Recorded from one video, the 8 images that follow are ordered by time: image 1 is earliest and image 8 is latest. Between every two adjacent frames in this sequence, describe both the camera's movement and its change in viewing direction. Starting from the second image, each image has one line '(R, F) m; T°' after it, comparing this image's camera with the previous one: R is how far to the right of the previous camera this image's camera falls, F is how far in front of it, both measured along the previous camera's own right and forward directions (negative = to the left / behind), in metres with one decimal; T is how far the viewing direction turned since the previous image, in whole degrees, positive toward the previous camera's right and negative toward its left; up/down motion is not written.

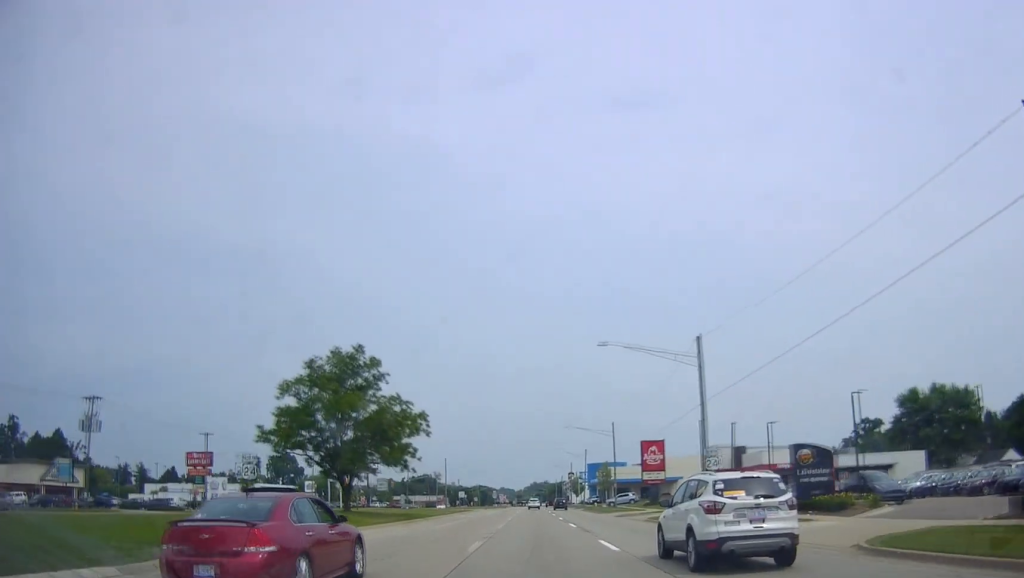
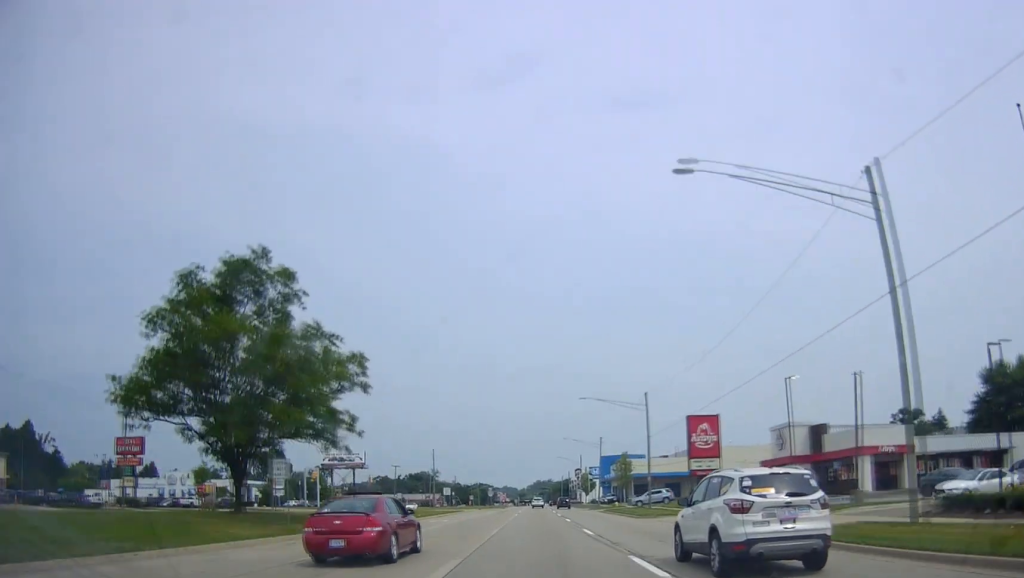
(0.0, +21.8) m; -1°
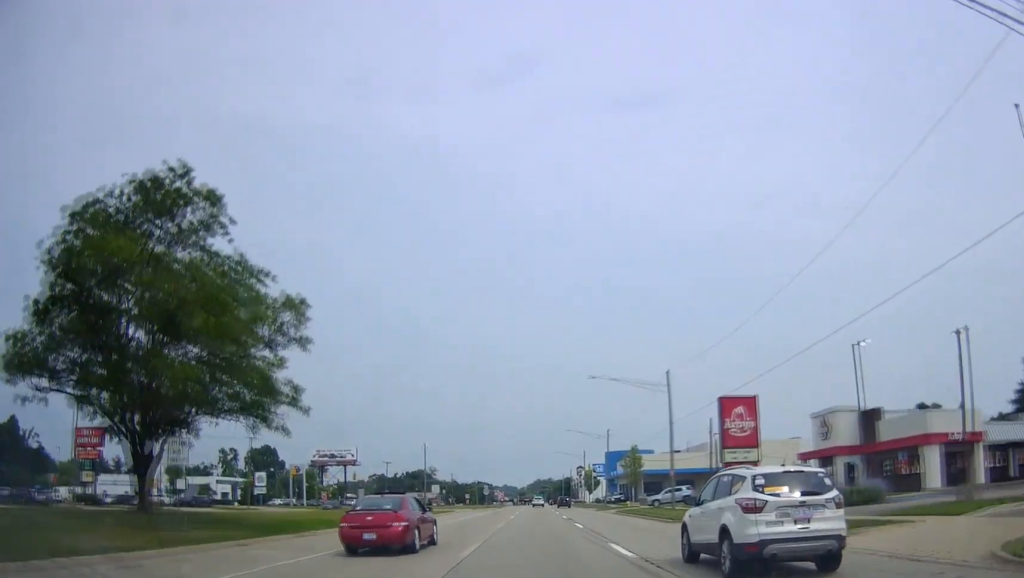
(+0.1, +9.7) m; -1°
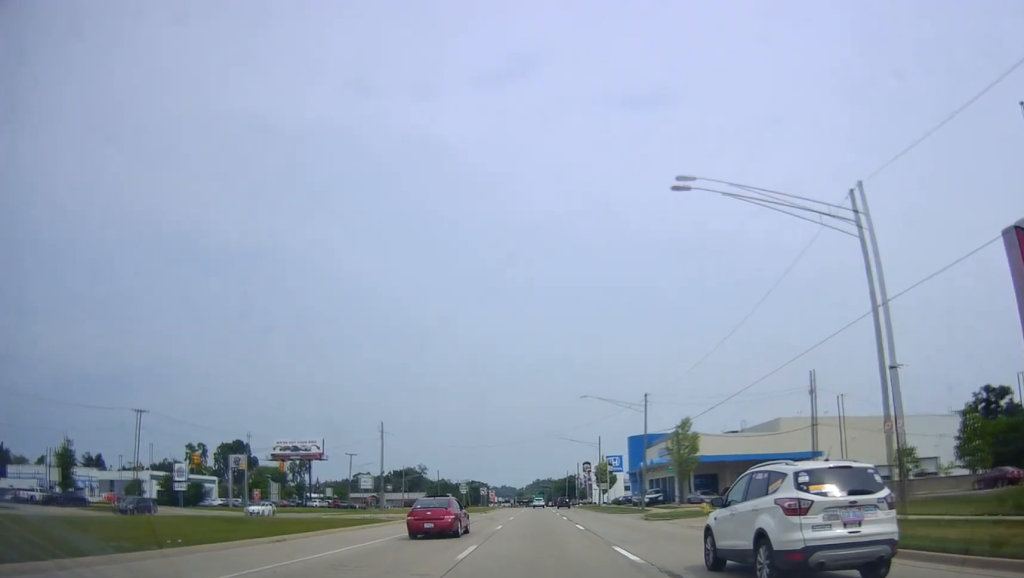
(-0.6, +31.3) m; 0°
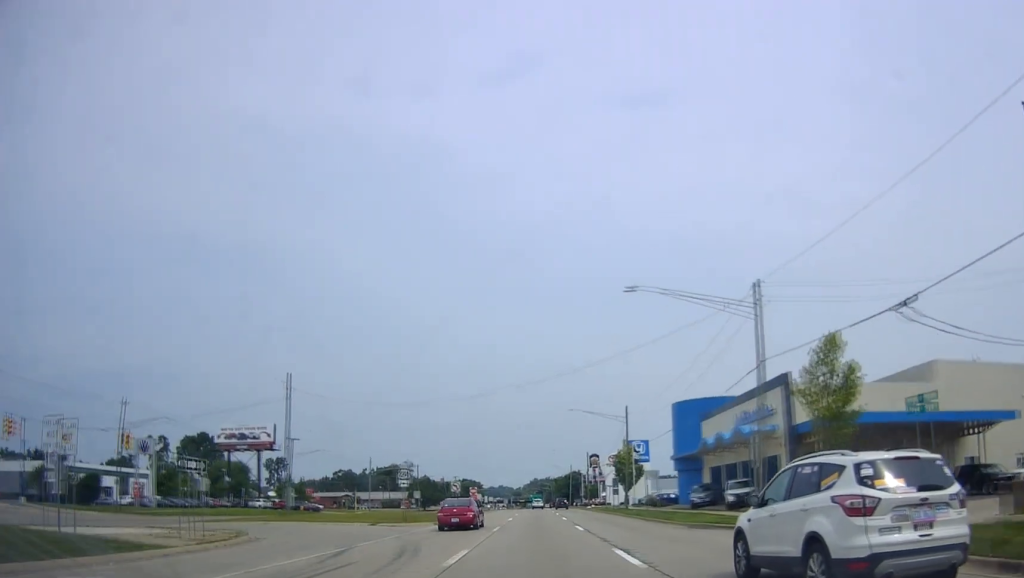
(+0.8, +31.5) m; 0°
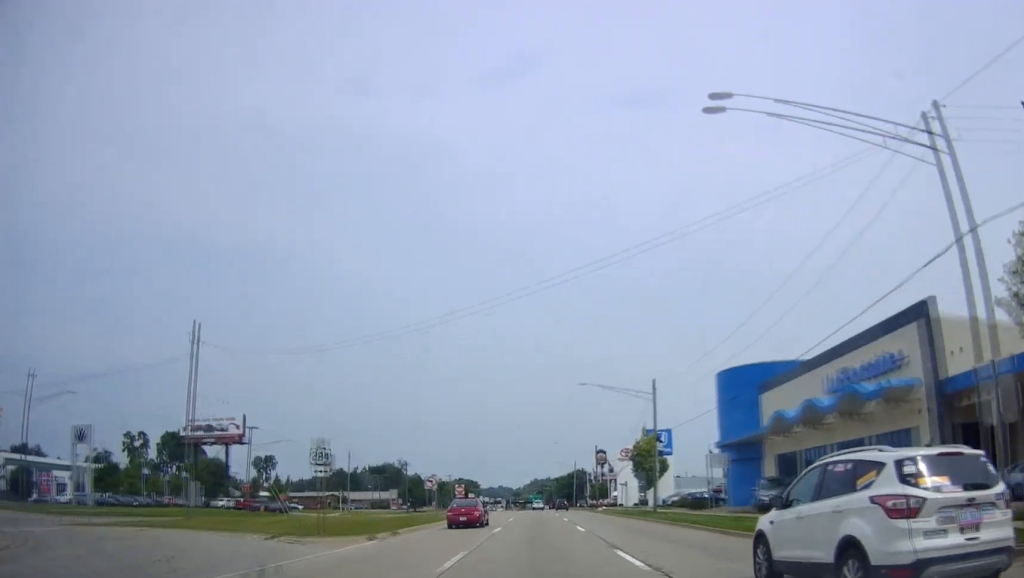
(-0.3, +15.6) m; 0°
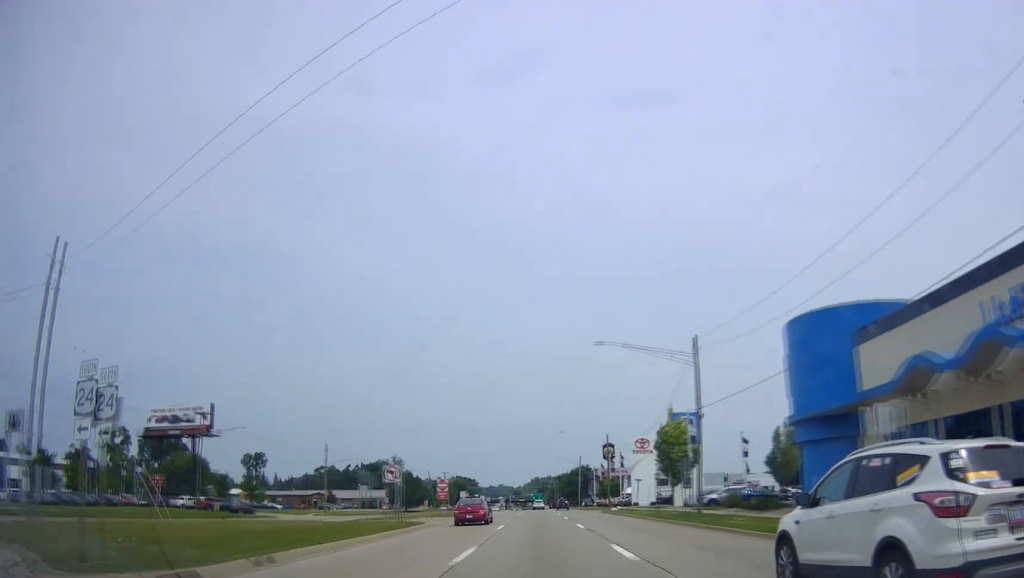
(0.0, +13.7) m; 0°
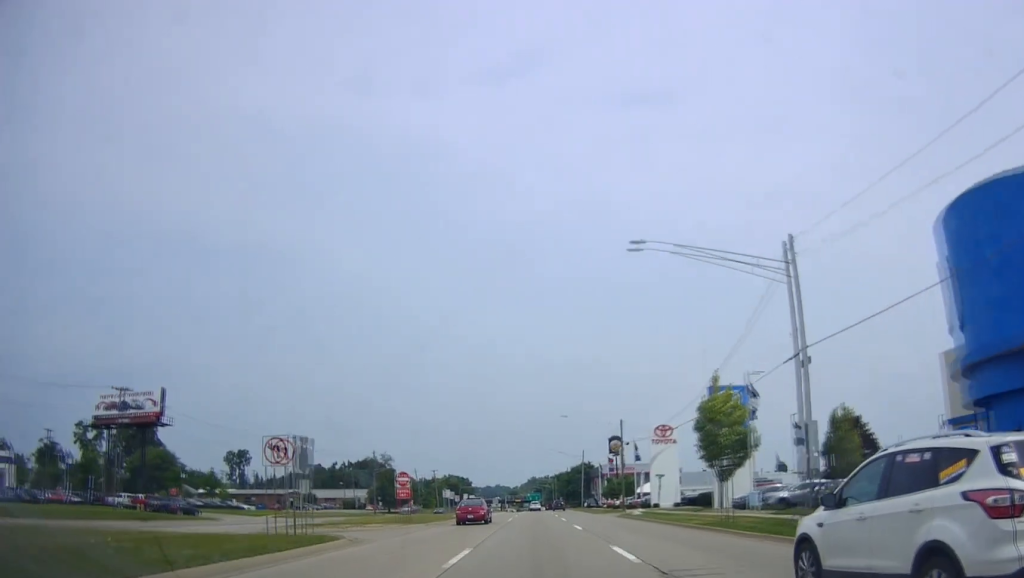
(+0.2, +15.8) m; 0°
